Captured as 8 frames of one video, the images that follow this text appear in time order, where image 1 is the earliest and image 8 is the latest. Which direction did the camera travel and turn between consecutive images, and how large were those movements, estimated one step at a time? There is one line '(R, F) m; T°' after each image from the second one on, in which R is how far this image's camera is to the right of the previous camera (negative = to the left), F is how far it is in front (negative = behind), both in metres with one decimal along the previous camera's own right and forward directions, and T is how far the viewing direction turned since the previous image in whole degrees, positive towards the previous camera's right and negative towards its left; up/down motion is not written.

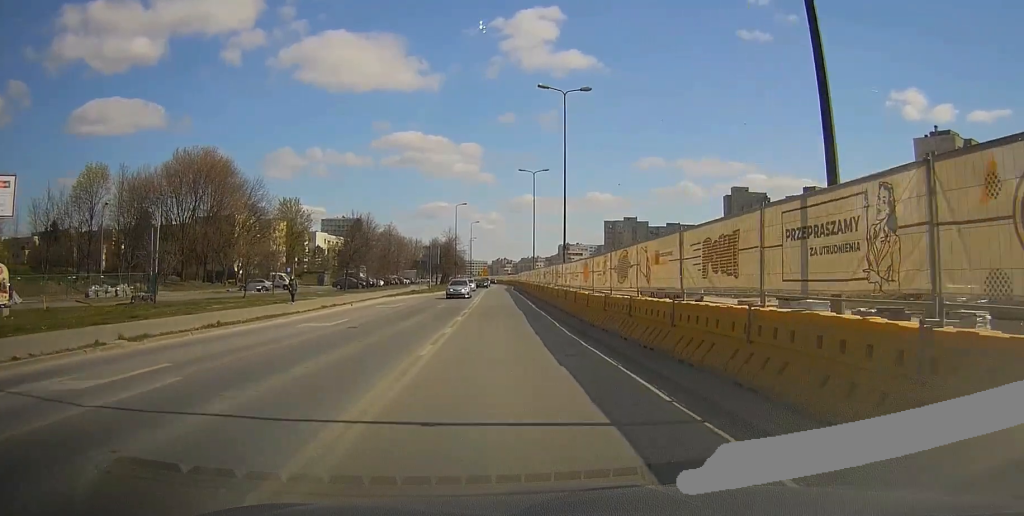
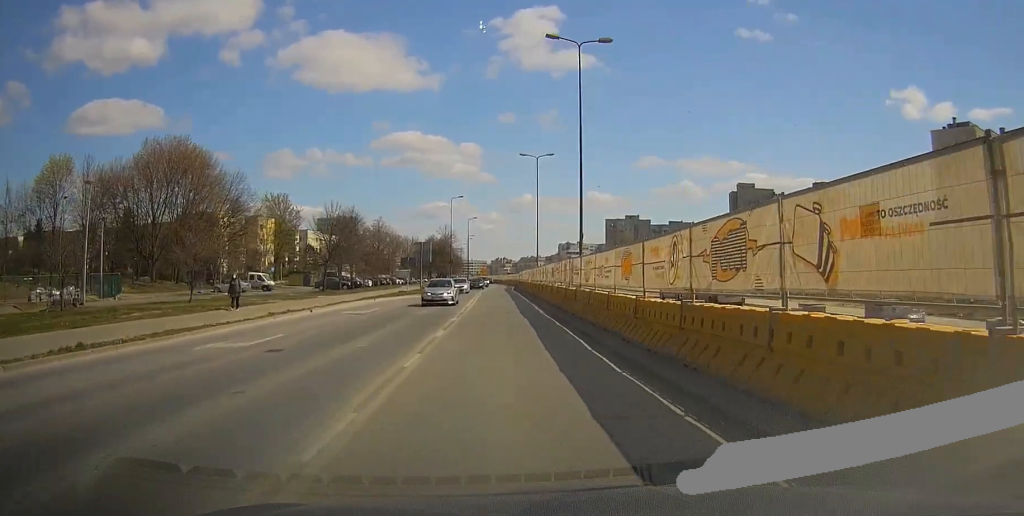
(-0.1, +7.8) m; -1°
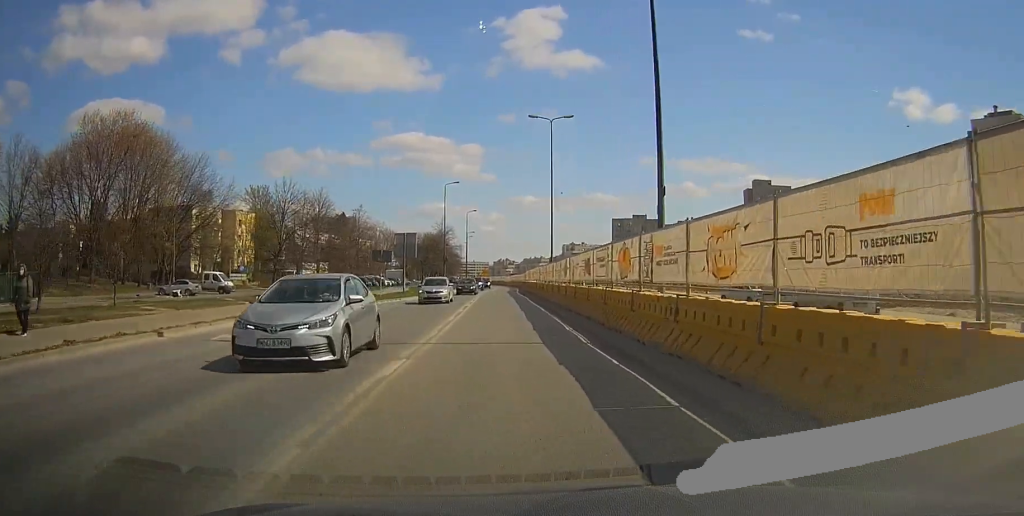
(0.0, +13.8) m; 0°
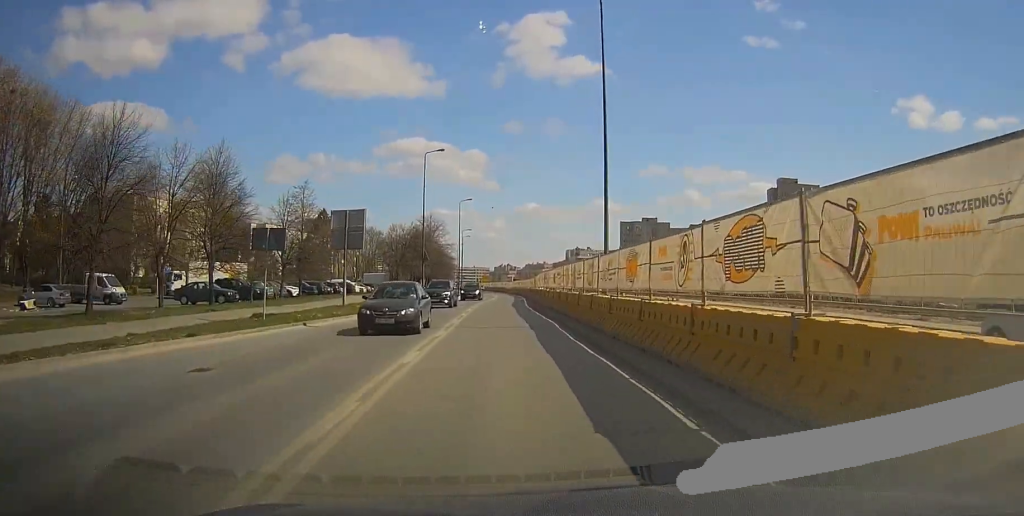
(+0.1, +21.9) m; +1°
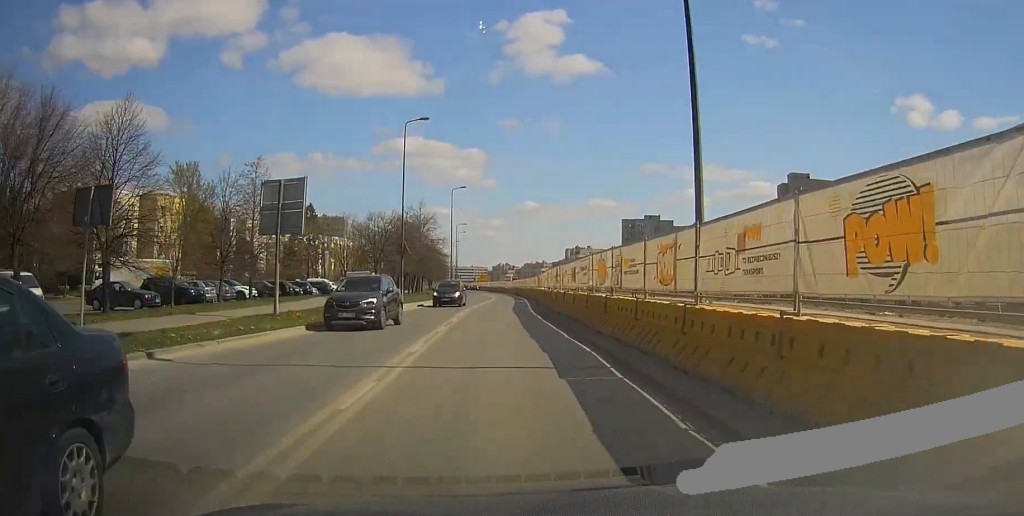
(+0.1, +10.2) m; 0°
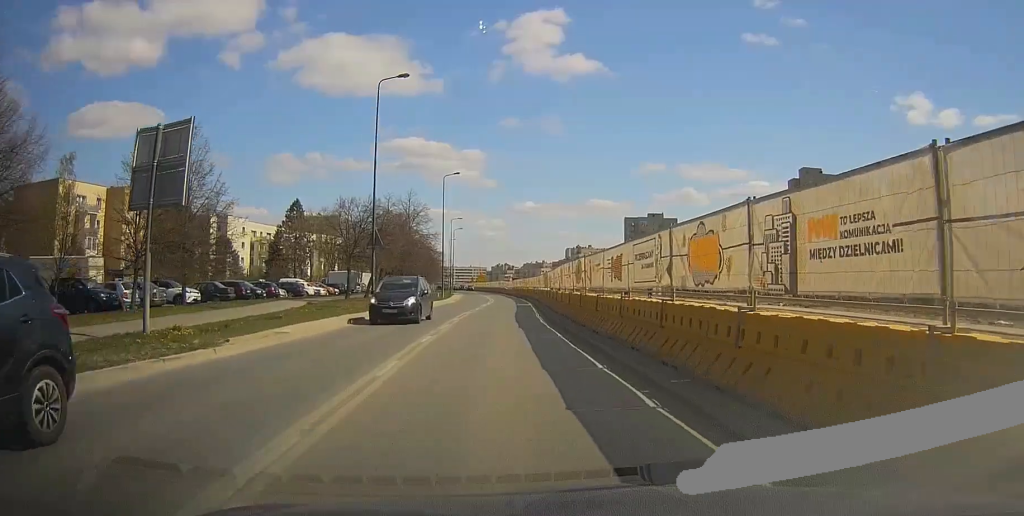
(0.0, +9.3) m; 0°
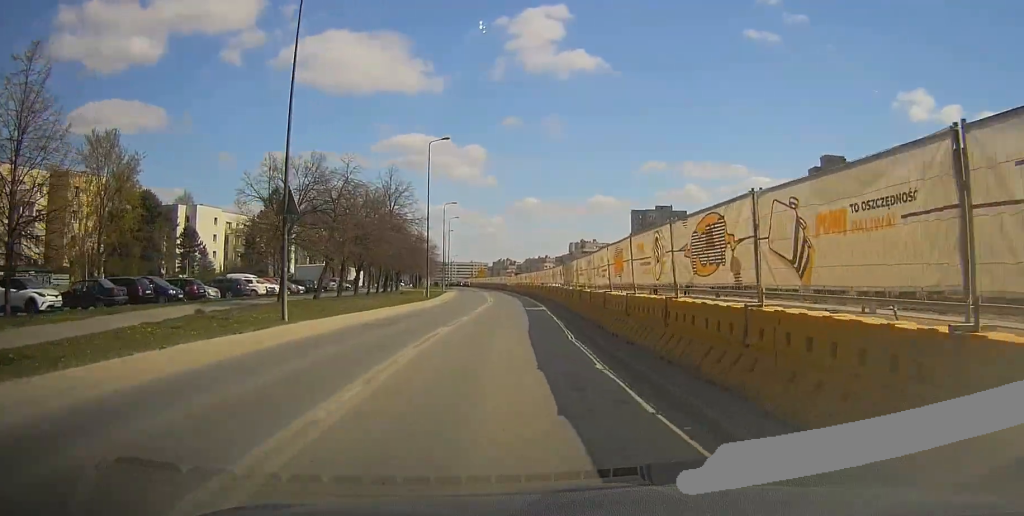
(+0.1, +14.0) m; +1°
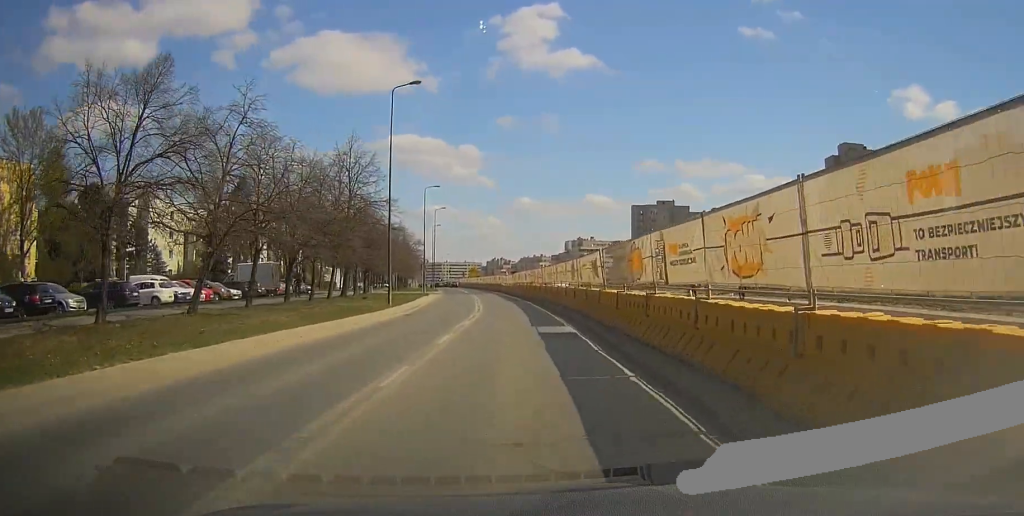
(0.0, +14.8) m; 0°
